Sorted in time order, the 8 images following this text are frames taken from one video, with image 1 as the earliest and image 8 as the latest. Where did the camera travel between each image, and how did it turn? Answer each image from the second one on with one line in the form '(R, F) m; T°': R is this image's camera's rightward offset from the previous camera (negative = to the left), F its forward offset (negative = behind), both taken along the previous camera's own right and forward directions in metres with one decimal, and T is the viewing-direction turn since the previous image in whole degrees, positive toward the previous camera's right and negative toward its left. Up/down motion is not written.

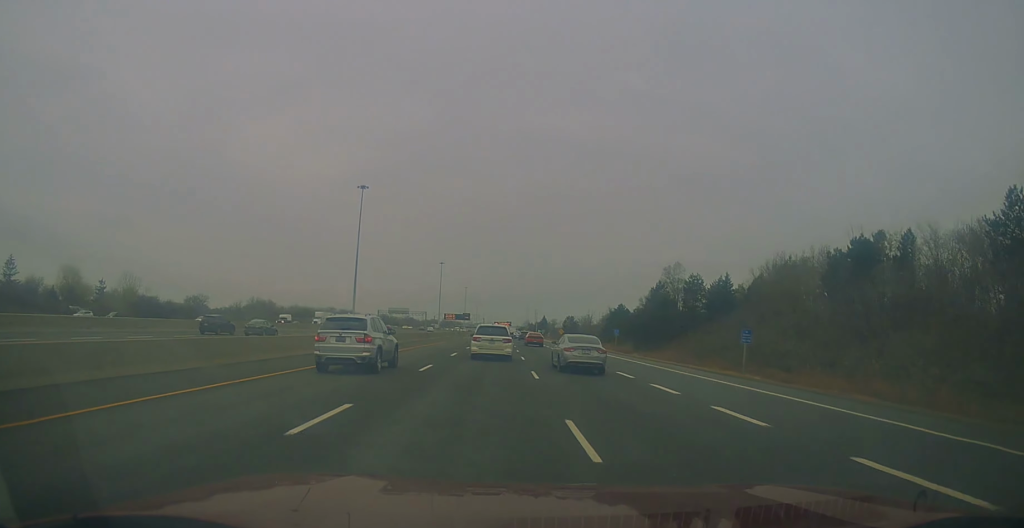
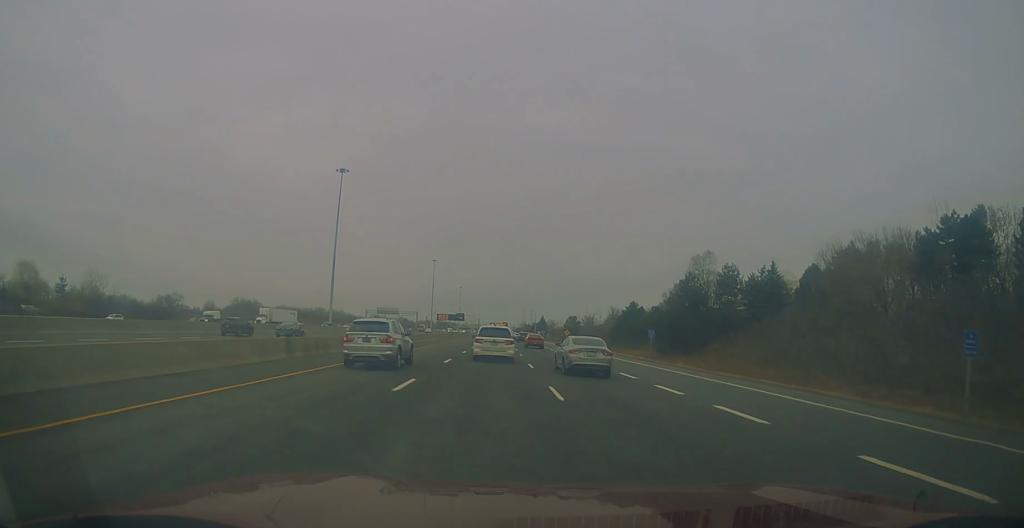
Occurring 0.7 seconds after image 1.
(-0.3, +19.0) m; 0°
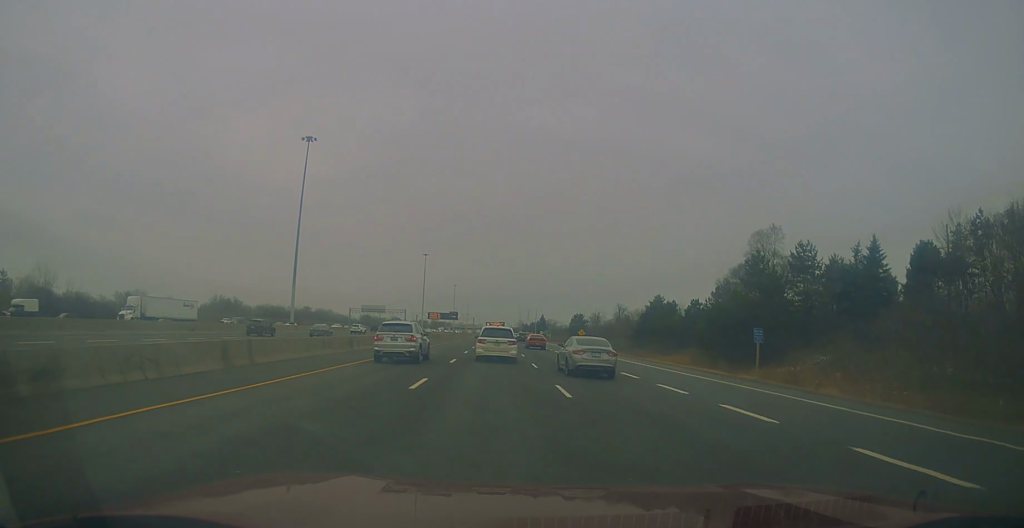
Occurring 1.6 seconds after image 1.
(+0.2, +26.5) m; 0°
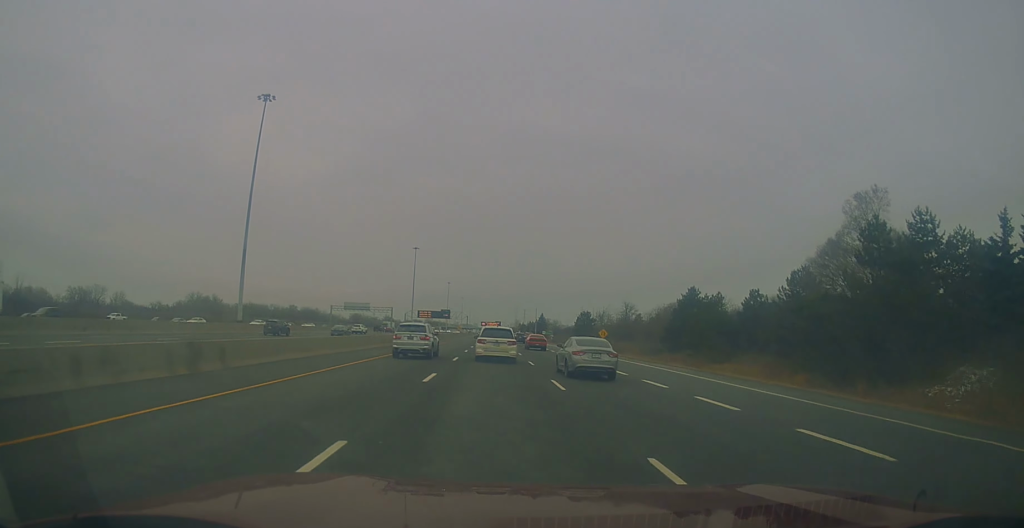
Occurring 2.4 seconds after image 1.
(+0.1, +21.4) m; +1°
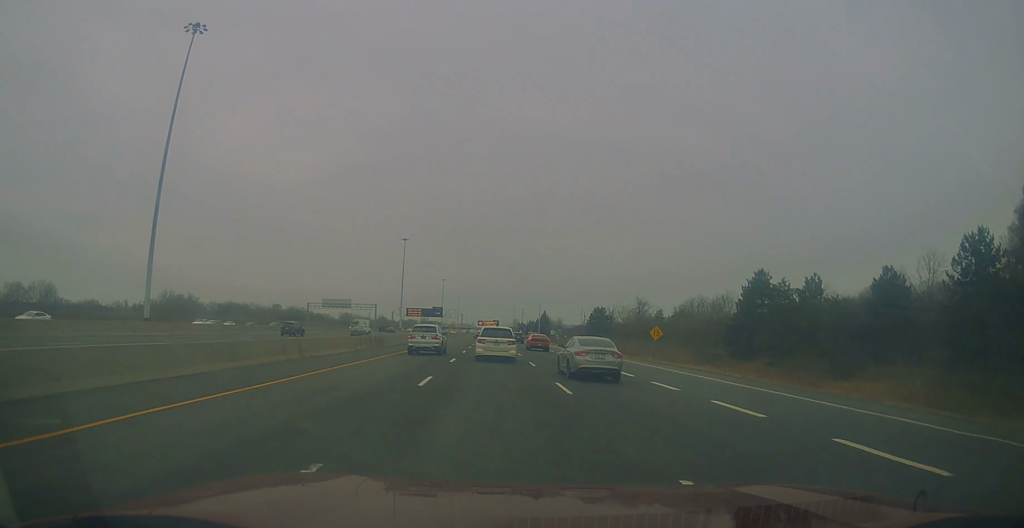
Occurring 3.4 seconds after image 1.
(+0.1, +24.1) m; +1°
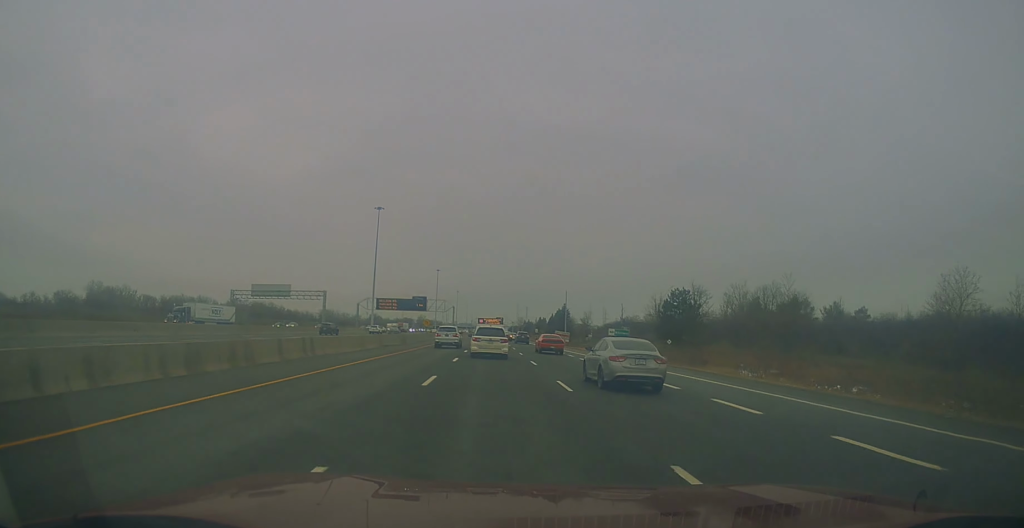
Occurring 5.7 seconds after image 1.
(+0.8, +57.8) m; +1°
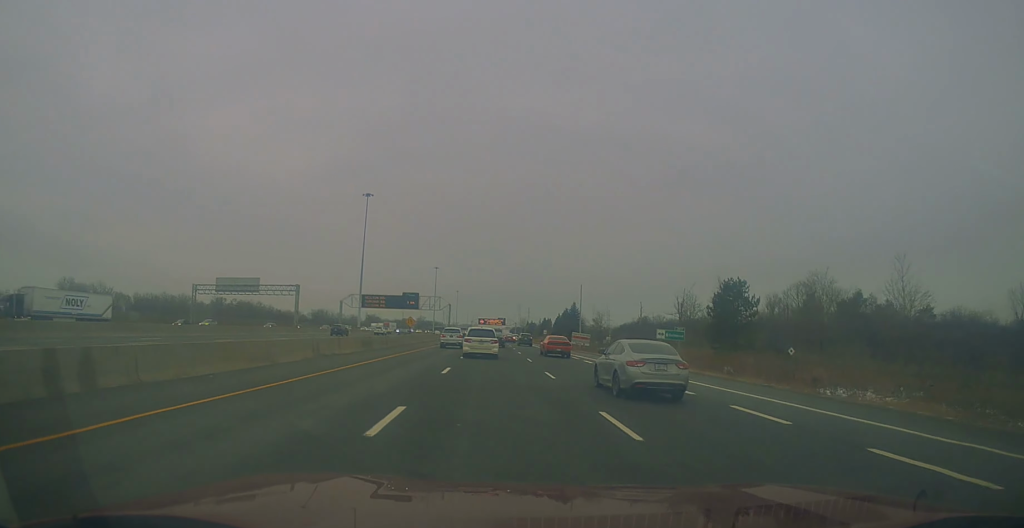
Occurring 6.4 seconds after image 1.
(-0.2, +19.7) m; 0°
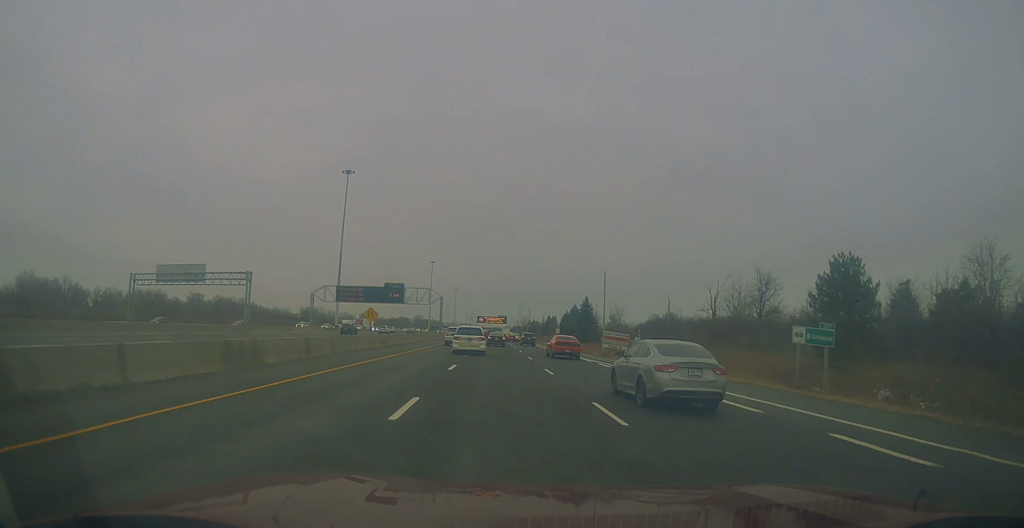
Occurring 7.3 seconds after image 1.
(-0.1, +24.3) m; 0°
